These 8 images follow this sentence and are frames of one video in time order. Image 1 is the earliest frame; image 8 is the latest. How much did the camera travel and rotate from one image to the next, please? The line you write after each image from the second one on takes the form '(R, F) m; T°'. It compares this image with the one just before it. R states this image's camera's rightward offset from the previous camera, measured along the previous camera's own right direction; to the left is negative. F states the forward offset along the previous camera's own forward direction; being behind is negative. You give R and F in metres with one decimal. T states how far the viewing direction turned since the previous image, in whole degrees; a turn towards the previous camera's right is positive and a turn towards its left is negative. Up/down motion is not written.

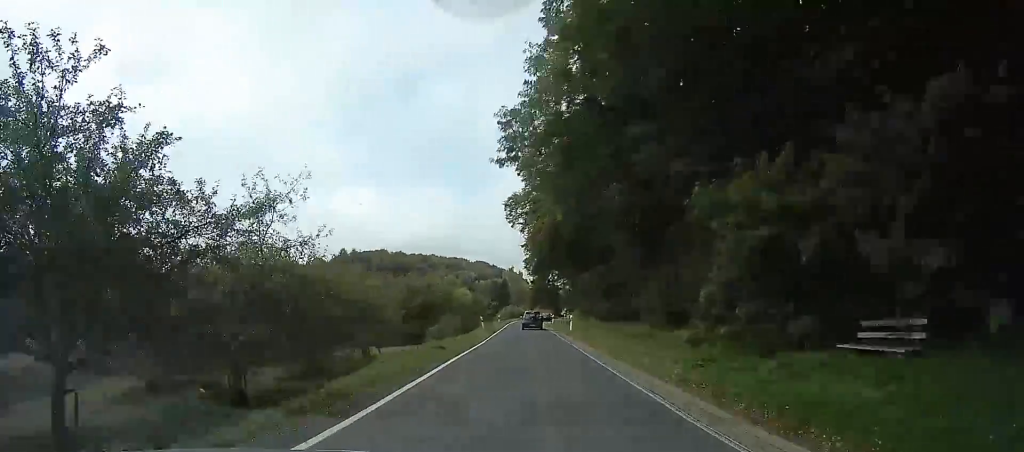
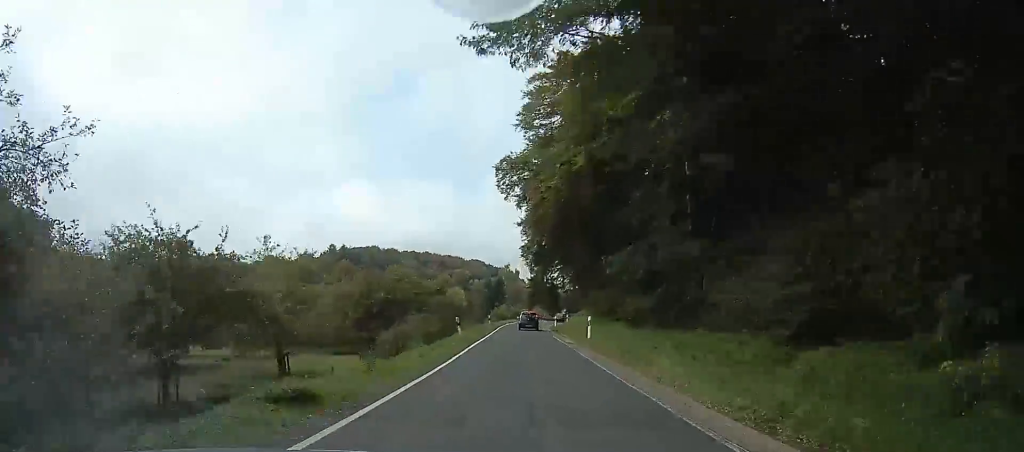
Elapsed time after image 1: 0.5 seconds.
(-0.6, +11.0) m; +1°
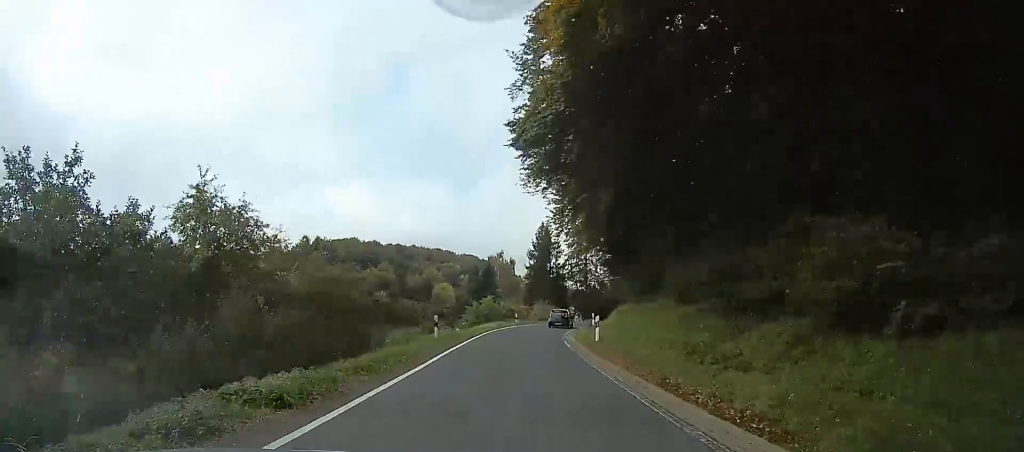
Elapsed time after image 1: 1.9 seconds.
(+2.0, +28.1) m; +6°
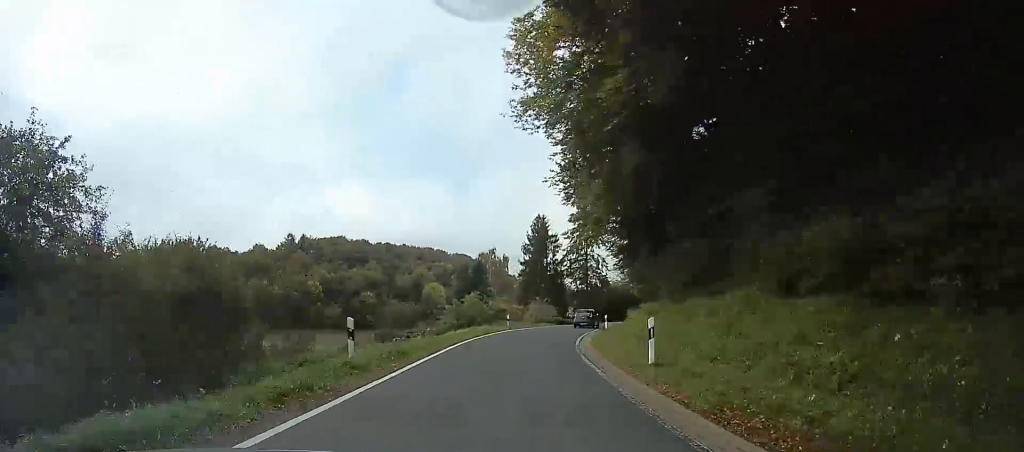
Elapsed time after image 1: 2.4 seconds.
(-0.2, +9.2) m; +2°
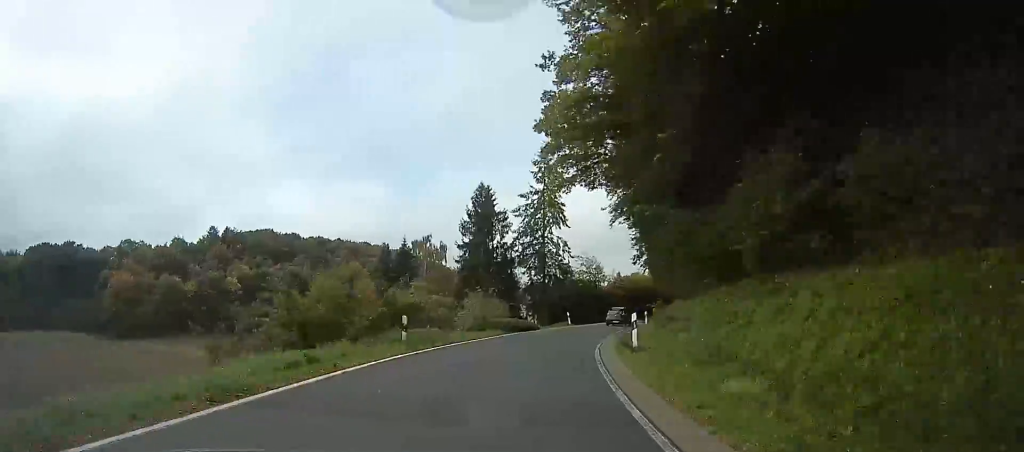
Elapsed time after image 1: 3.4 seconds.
(+1.2, +19.4) m; +4°
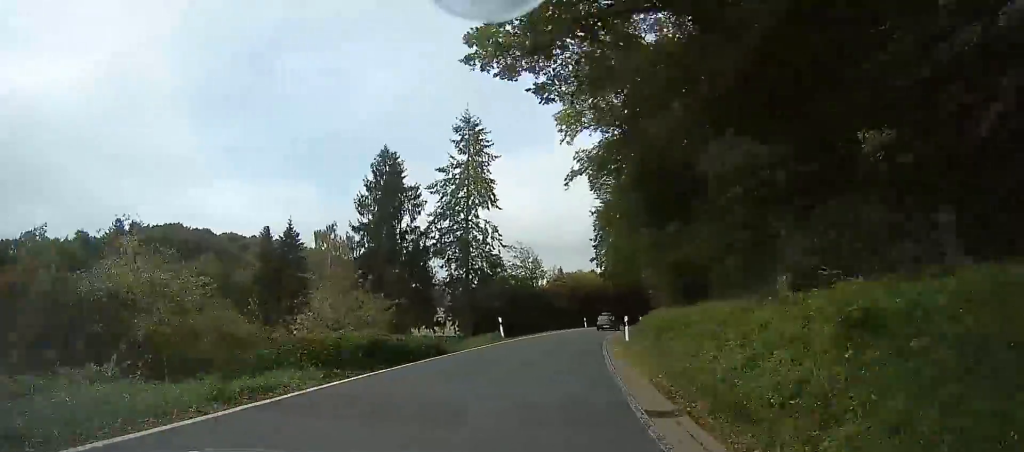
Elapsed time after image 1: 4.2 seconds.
(+0.2, +15.2) m; +4°
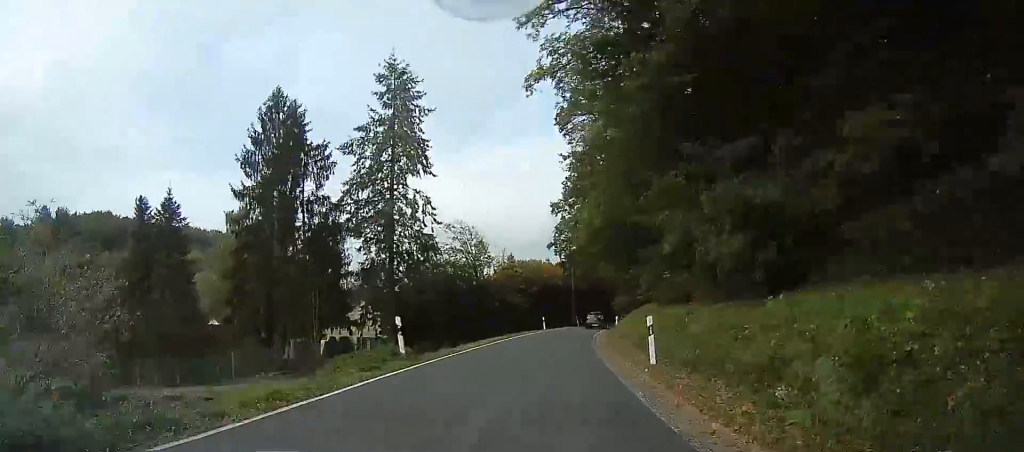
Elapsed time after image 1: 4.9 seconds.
(+0.3, +12.4) m; +5°
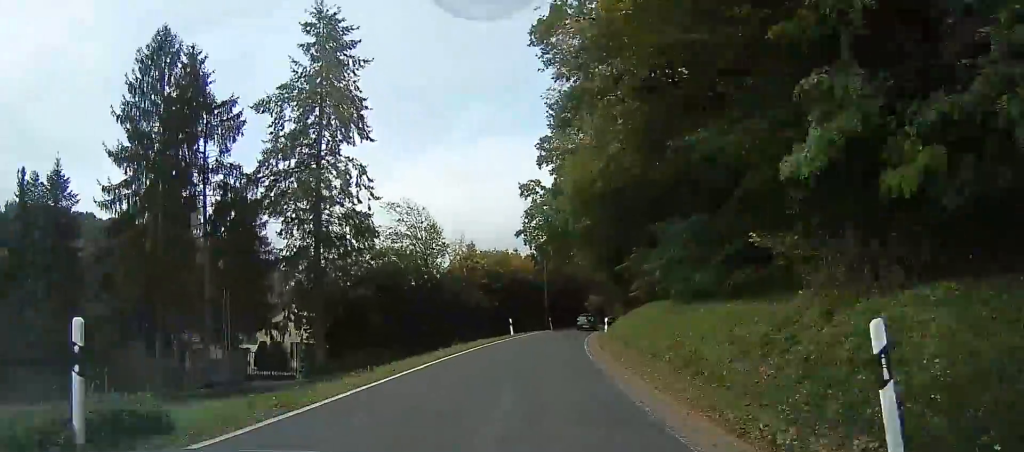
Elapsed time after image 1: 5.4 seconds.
(+0.4, +9.2) m; +5°
